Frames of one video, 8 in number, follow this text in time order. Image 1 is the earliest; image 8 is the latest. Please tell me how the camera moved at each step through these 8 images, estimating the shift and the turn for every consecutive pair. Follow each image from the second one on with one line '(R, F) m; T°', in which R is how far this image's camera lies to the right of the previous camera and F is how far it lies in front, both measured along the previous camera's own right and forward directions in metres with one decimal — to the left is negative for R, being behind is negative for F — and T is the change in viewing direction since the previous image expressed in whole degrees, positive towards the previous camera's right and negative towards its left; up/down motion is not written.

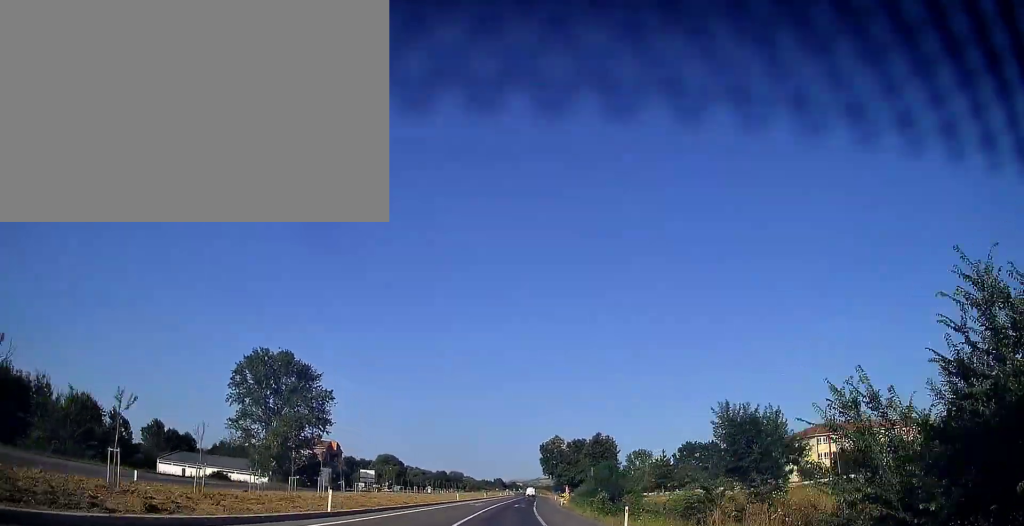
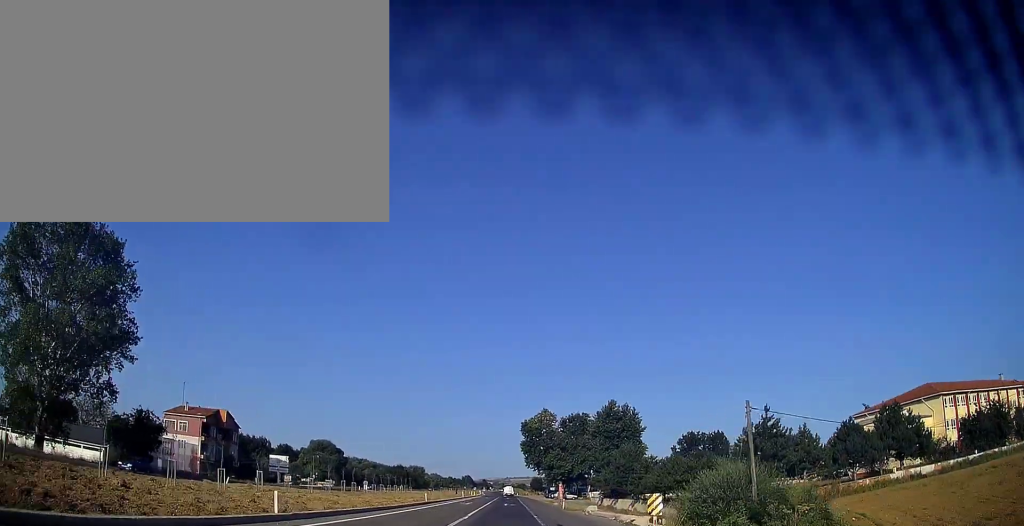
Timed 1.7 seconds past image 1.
(+1.1, +51.0) m; +3°
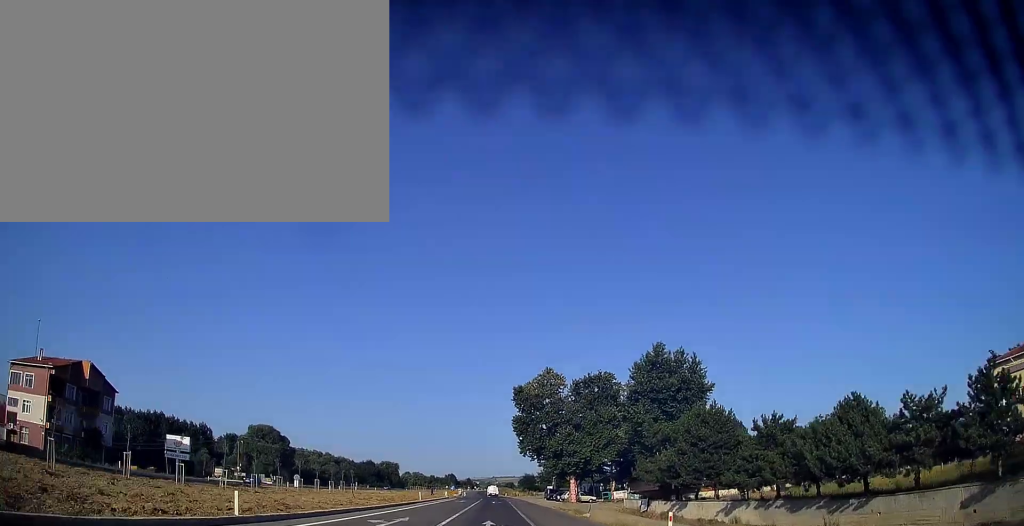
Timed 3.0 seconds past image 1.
(+0.6, +36.1) m; +2°
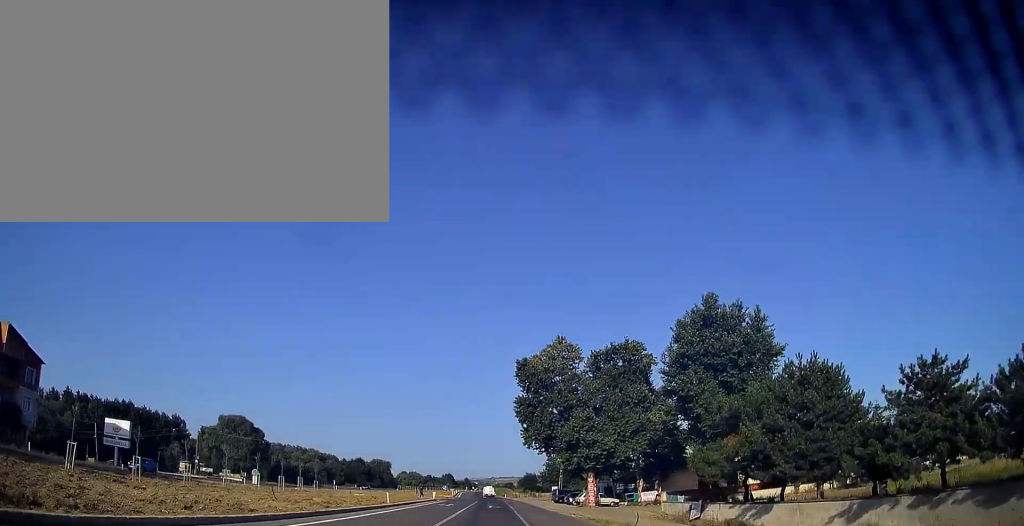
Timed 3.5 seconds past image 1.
(+0.1, +15.6) m; 0°
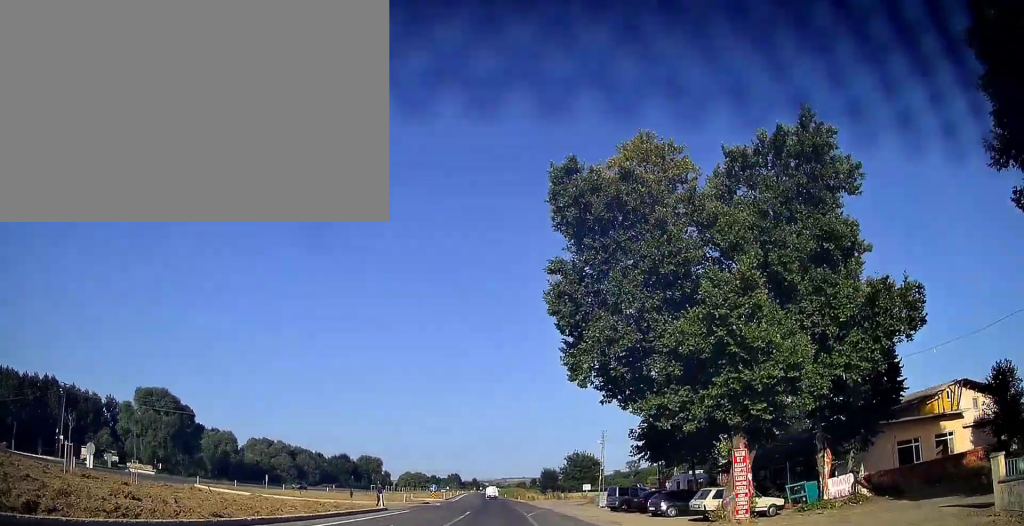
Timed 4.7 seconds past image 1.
(-0.3, +35.2) m; -1°
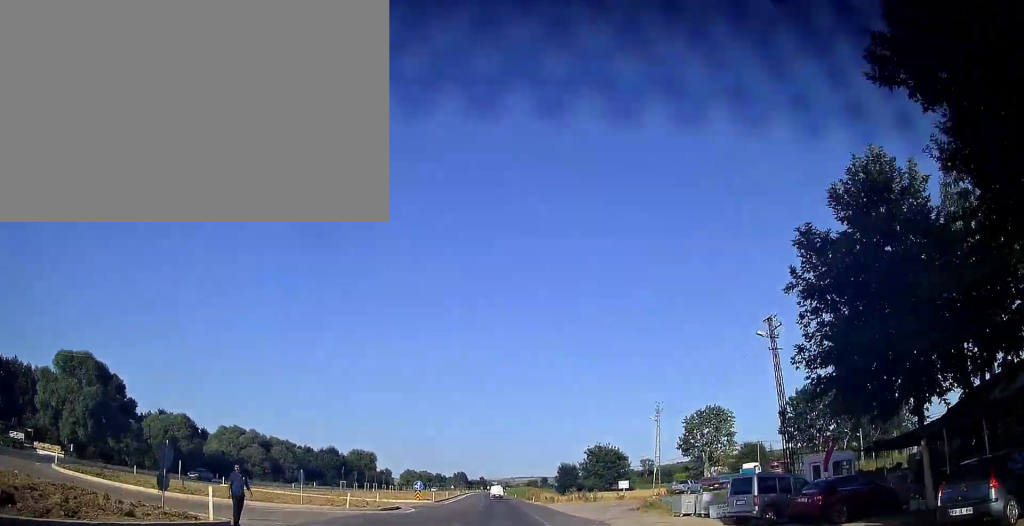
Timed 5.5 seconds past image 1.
(-0.1, +22.5) m; 0°
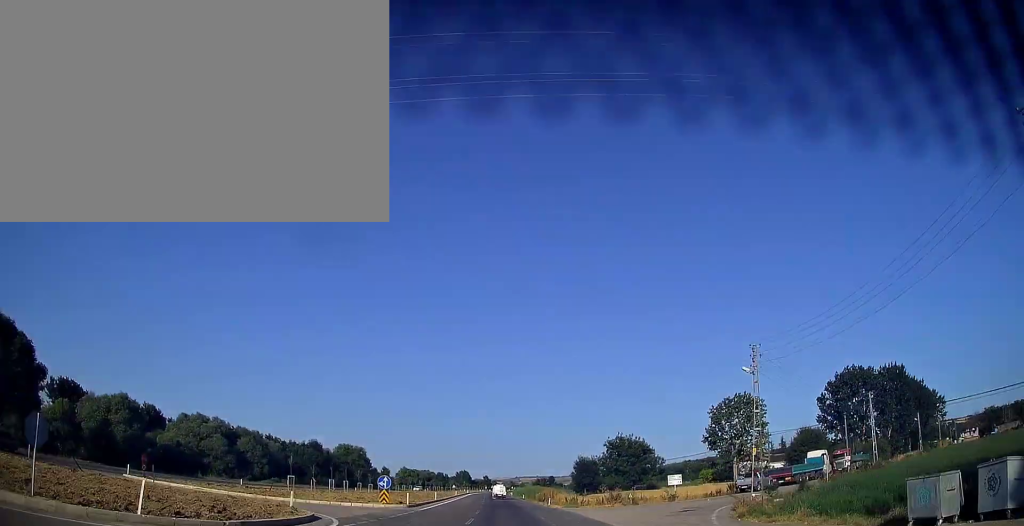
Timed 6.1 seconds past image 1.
(0.0, +18.6) m; 0°
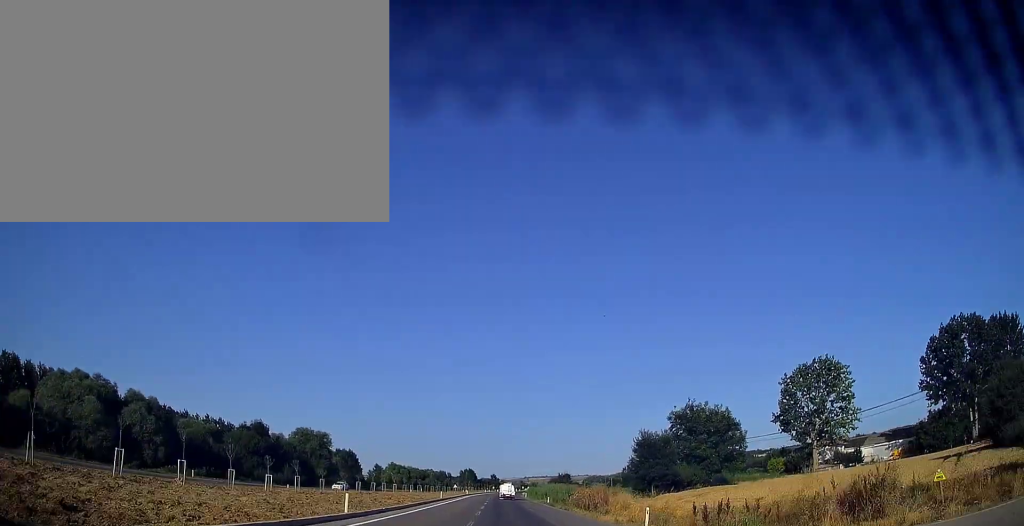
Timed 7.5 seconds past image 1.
(-0.7, +40.1) m; -1°
